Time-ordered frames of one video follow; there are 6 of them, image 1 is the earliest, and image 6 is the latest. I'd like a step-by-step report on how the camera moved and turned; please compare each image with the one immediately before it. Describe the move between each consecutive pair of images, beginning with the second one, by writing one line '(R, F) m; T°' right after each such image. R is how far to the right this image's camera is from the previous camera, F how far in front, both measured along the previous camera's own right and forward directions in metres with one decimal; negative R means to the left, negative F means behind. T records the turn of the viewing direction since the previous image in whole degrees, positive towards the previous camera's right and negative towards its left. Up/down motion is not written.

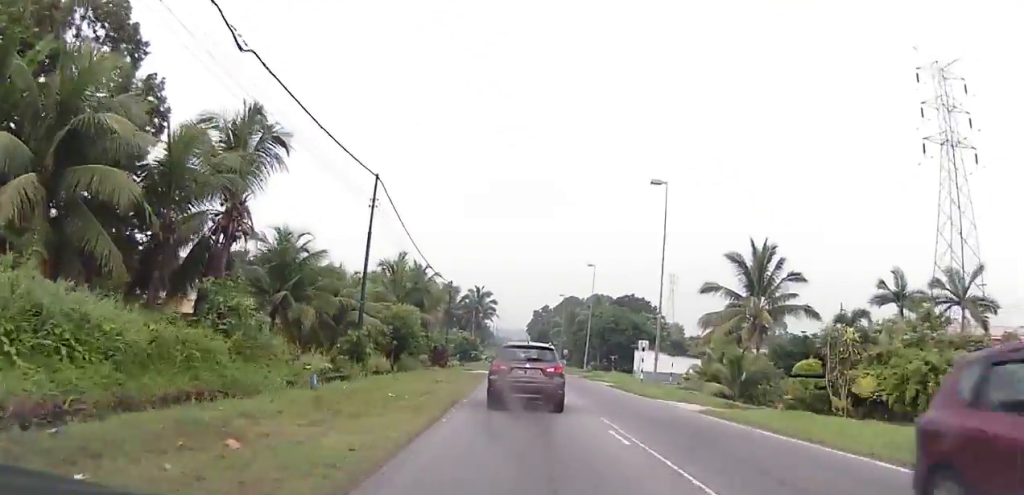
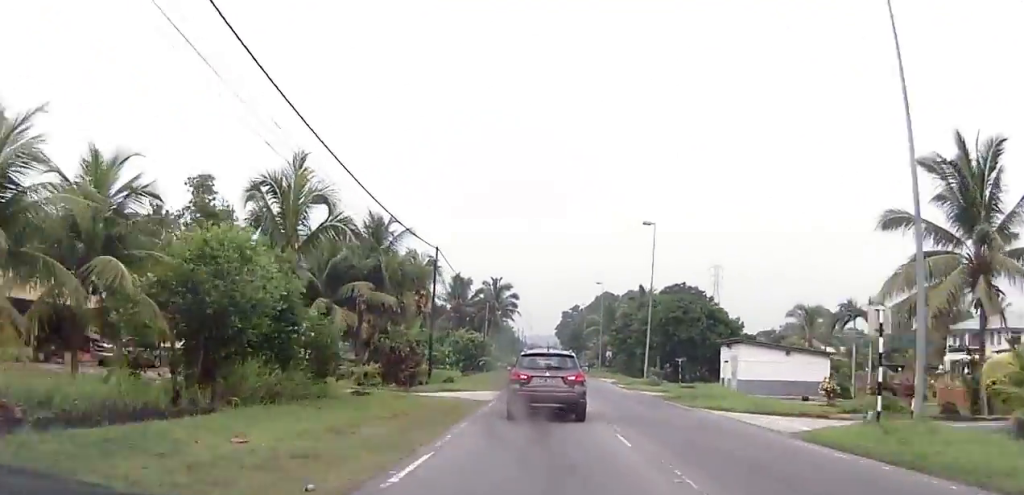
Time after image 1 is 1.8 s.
(-1.1, +26.2) m; -2°
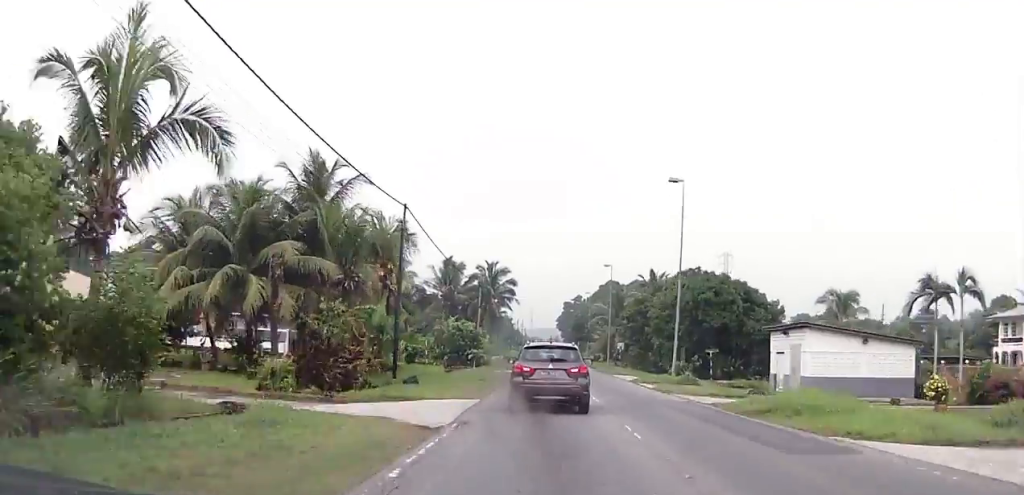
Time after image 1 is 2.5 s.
(+0.3, +11.2) m; 0°
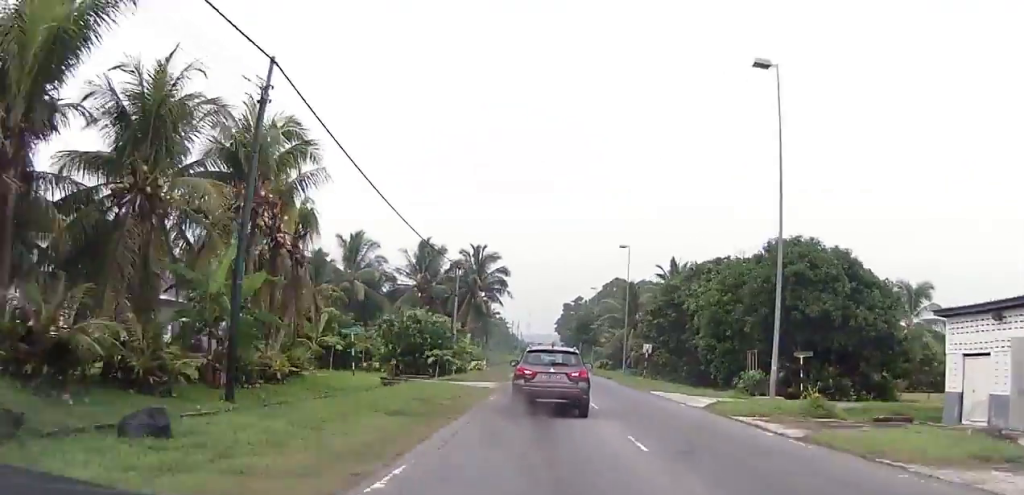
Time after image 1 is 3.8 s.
(-0.3, +18.6) m; 0°
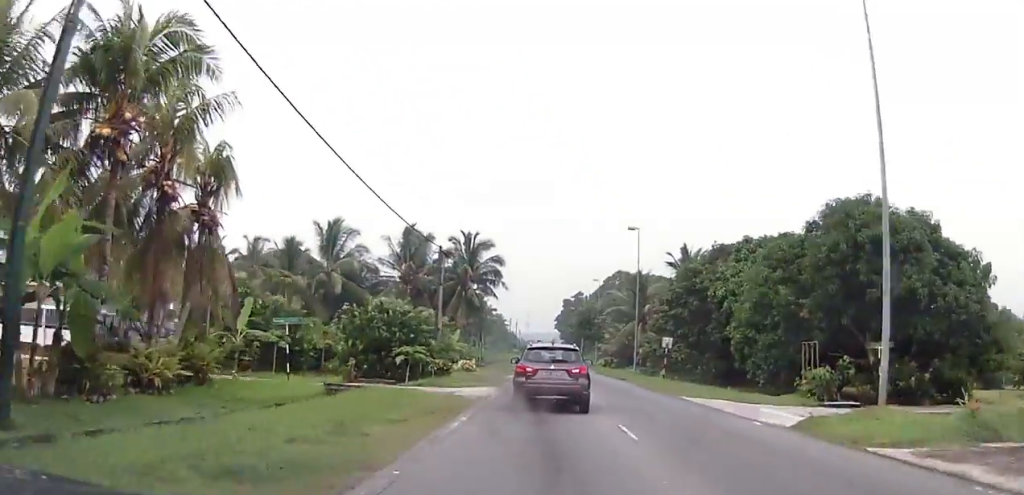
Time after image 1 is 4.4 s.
(+0.2, +8.1) m; +1°
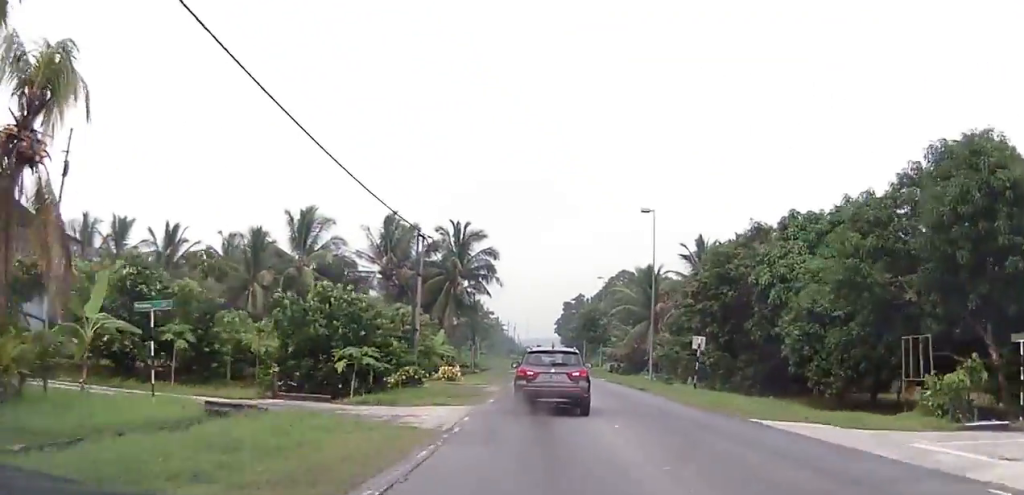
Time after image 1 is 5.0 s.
(-0.1, +8.5) m; 0°
